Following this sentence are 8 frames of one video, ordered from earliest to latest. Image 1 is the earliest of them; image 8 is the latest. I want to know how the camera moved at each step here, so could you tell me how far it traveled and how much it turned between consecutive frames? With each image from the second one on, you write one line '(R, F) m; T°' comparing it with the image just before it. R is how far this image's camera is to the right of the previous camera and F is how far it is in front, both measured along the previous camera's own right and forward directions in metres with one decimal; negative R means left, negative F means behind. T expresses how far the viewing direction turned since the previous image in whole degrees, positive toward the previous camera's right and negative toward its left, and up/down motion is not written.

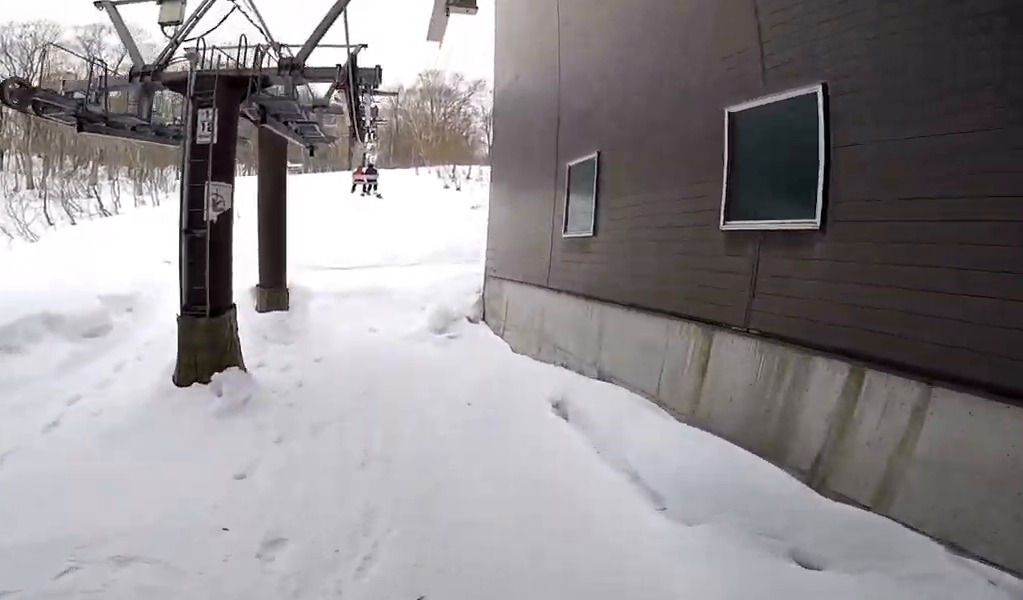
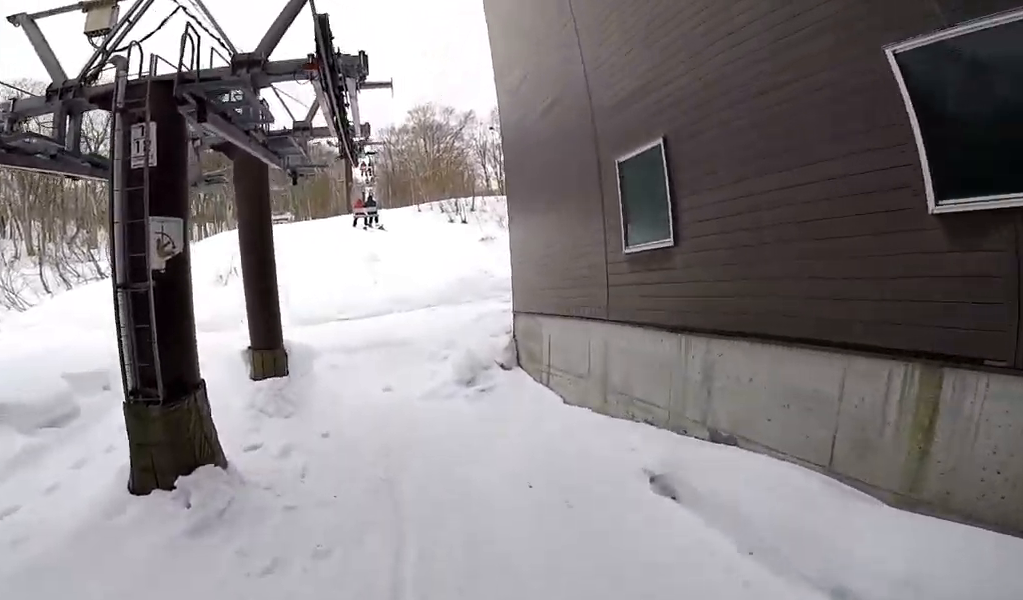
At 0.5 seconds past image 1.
(-0.3, +2.8) m; 0°
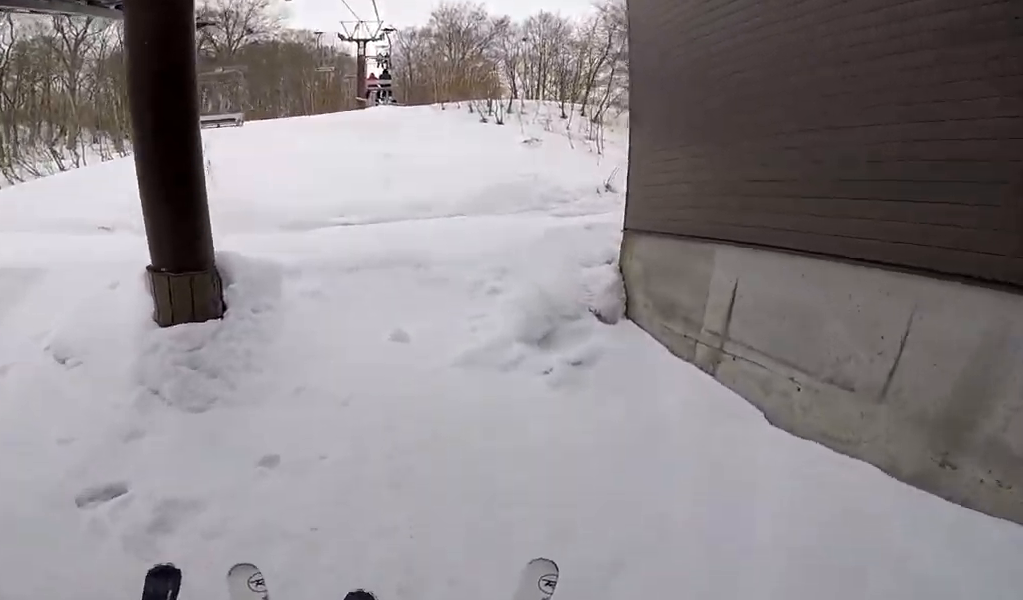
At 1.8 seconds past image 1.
(+0.2, +6.1) m; -7°
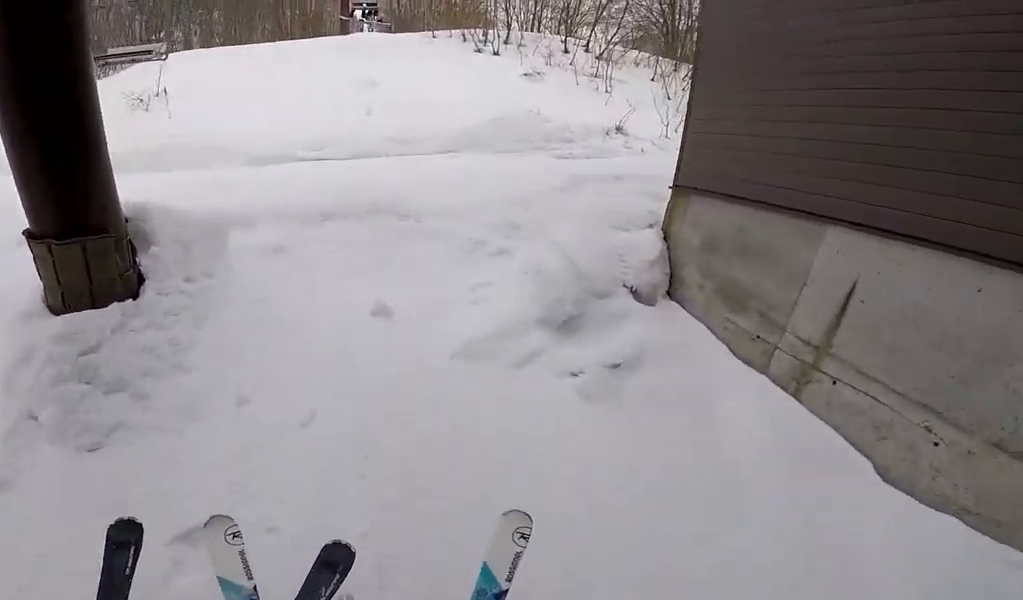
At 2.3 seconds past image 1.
(-0.4, +1.9) m; -7°
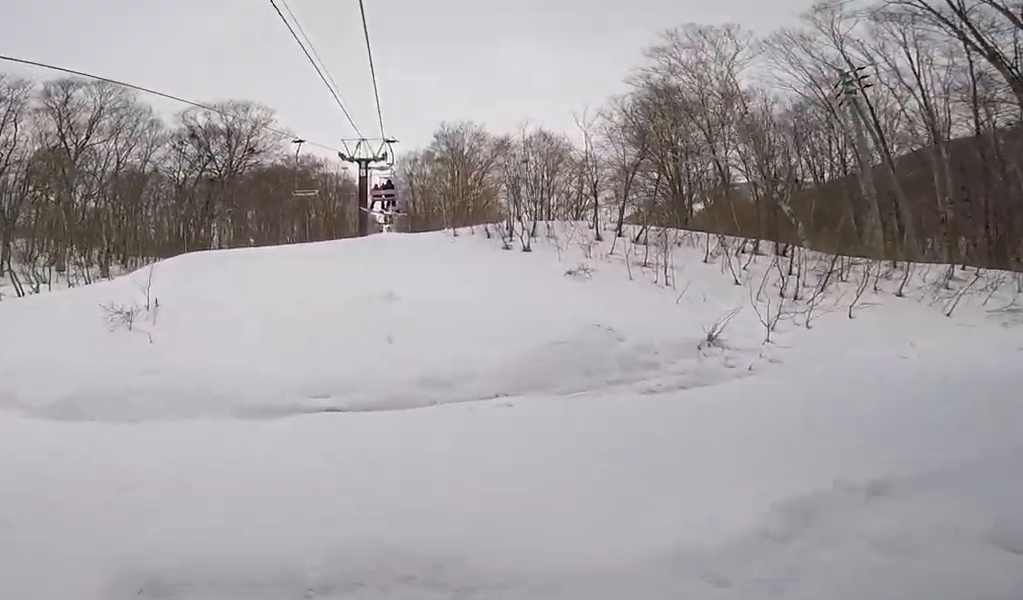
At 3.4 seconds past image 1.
(-0.6, +4.3) m; -19°
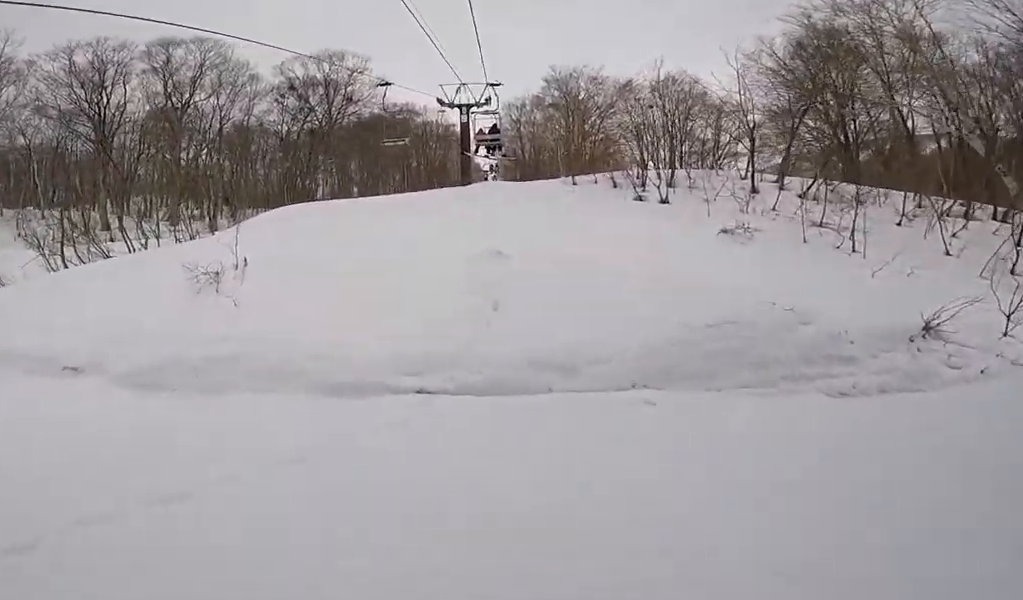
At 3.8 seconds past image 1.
(0.0, +1.6) m; -7°
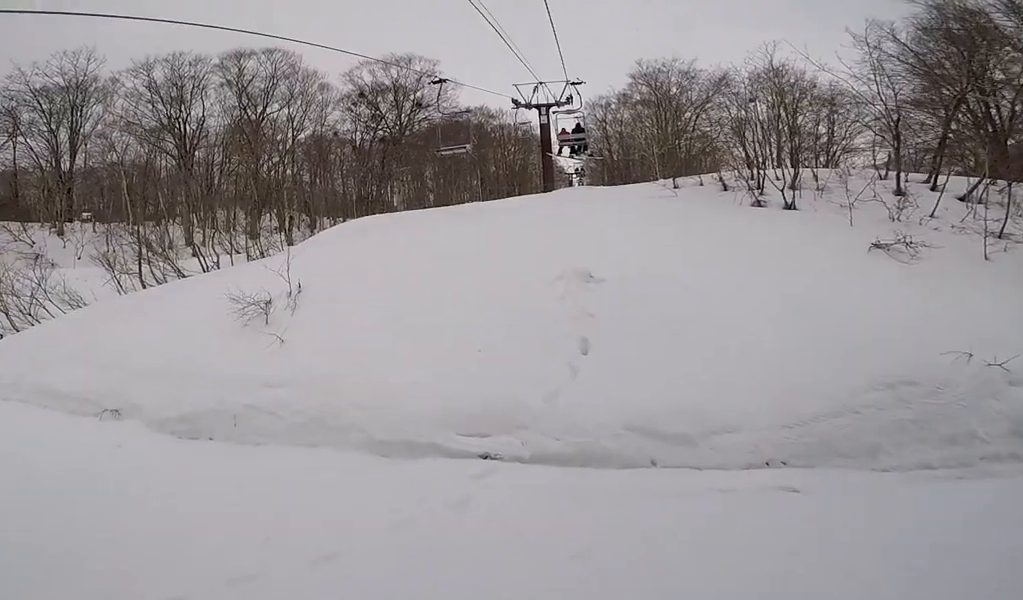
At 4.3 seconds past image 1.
(-0.4, +1.7) m; -3°
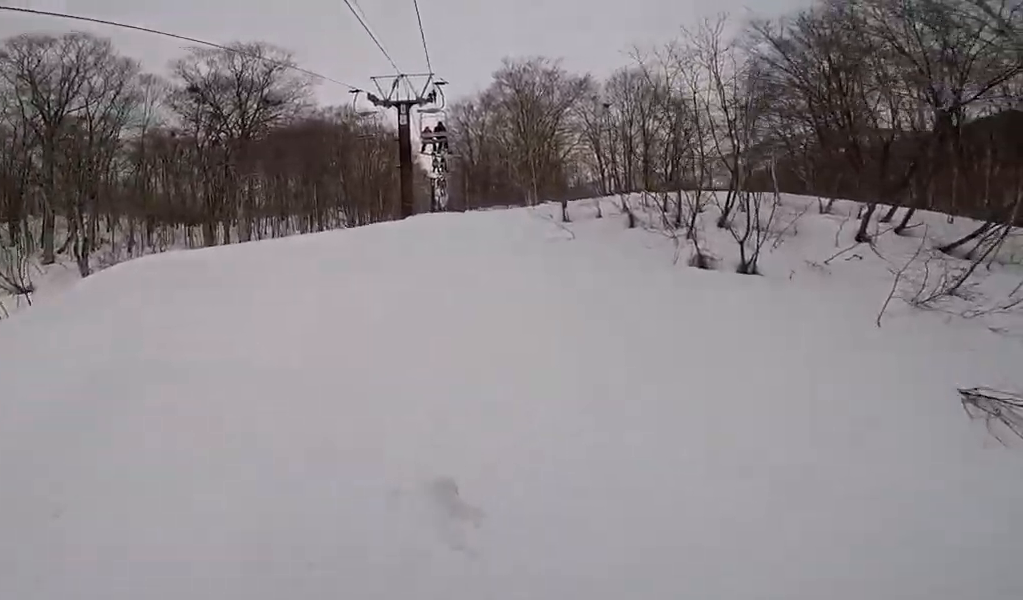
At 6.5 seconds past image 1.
(+1.5, +8.2) m; +35°
